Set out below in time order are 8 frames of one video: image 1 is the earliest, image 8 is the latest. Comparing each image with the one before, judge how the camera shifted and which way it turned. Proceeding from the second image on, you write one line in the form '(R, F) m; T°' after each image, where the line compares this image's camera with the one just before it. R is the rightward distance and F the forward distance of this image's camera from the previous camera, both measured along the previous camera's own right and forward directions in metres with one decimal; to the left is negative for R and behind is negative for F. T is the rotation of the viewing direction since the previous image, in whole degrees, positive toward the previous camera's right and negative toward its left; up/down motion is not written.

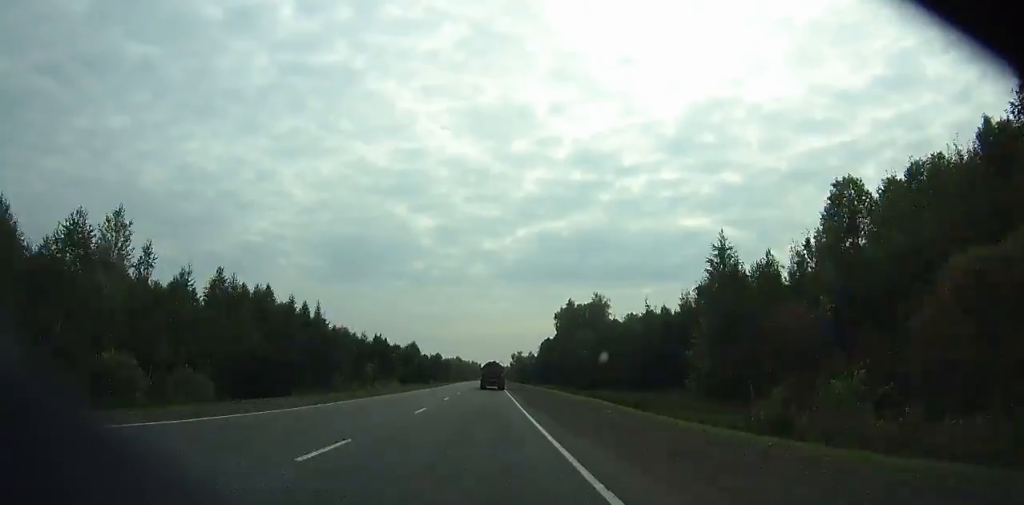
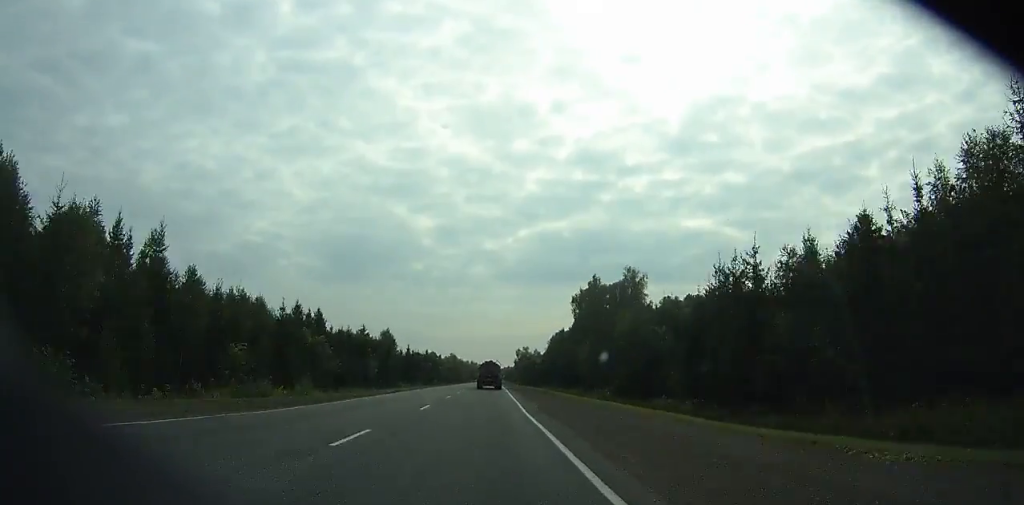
(-0.3, +46.4) m; 0°
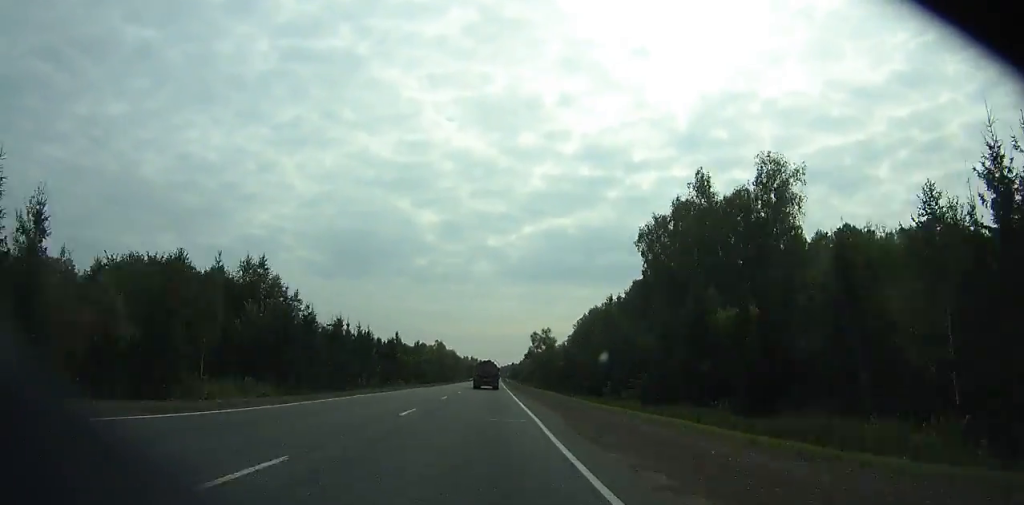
(0.0, +76.4) m; 0°
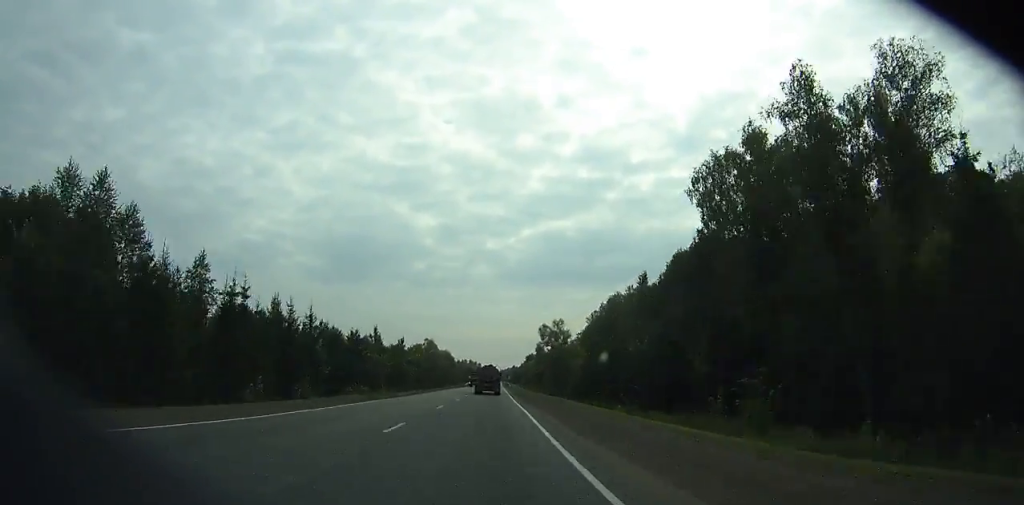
(0.0, +27.8) m; 0°
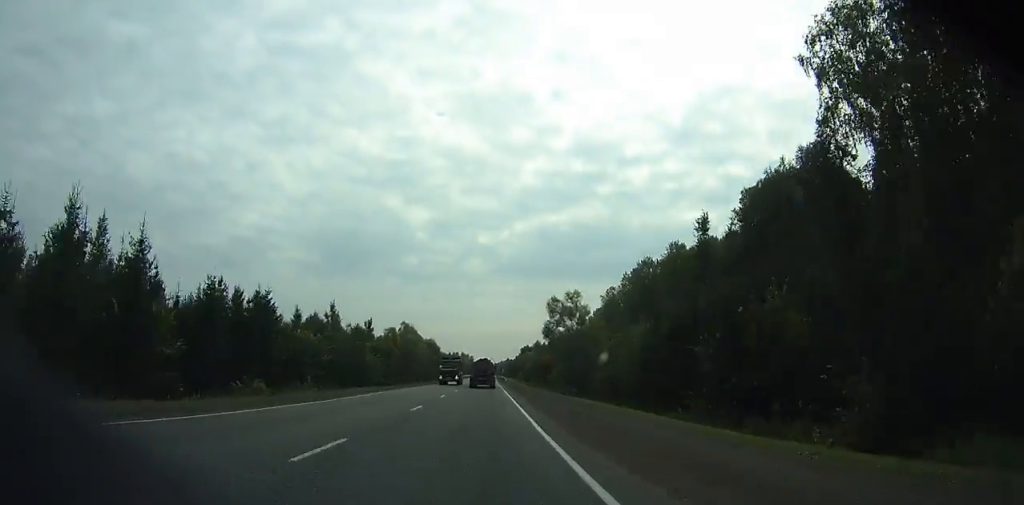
(0.0, +30.1) m; 0°
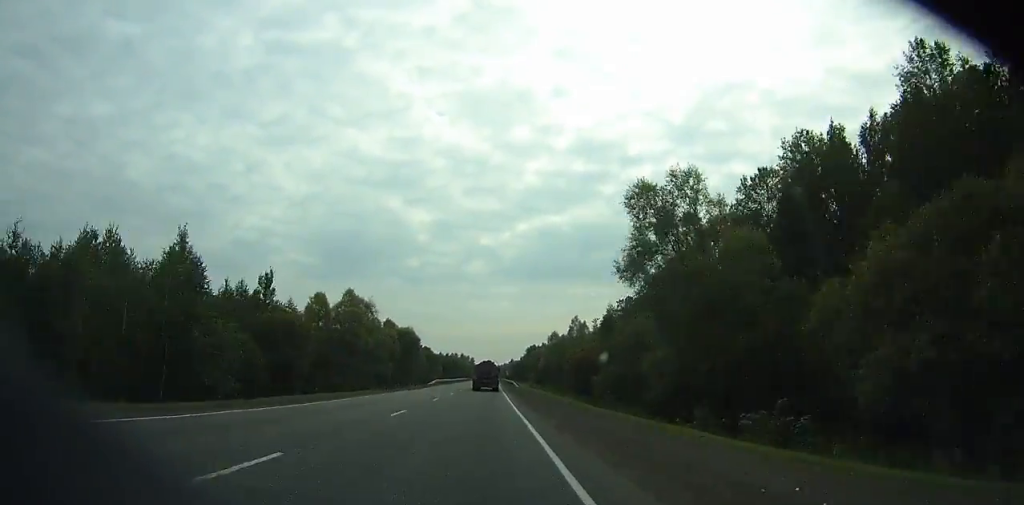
(0.0, +51.0) m; 0°
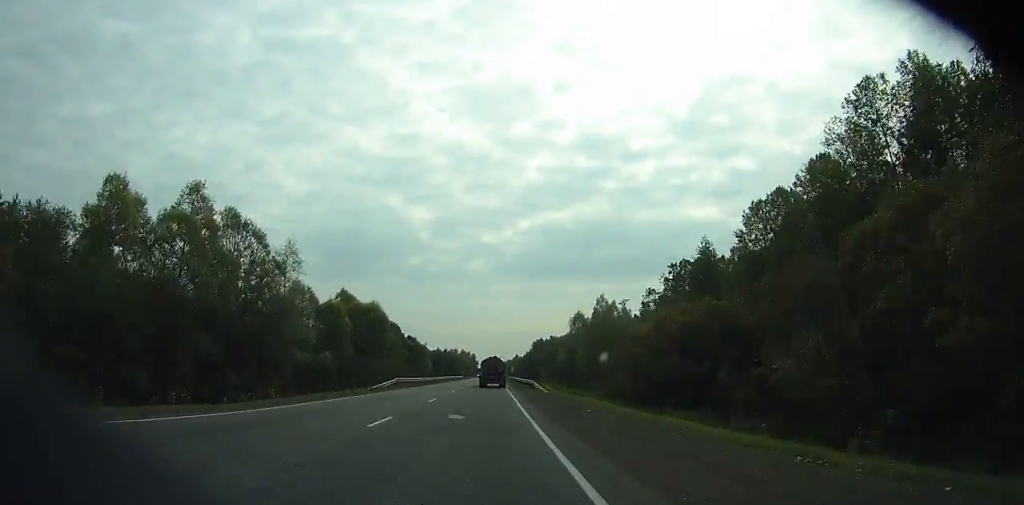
(+0.1, +39.4) m; 0°
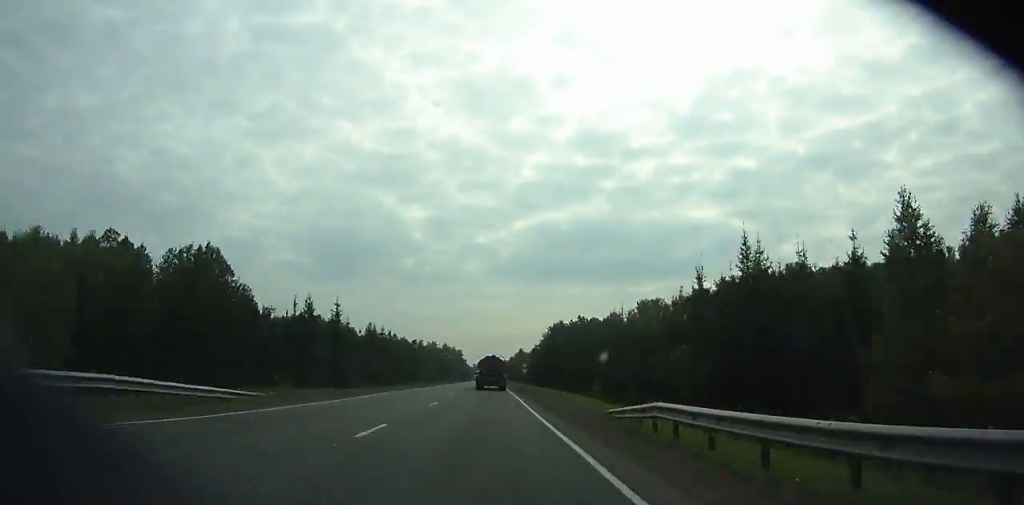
(-0.1, +134.8) m; 0°
